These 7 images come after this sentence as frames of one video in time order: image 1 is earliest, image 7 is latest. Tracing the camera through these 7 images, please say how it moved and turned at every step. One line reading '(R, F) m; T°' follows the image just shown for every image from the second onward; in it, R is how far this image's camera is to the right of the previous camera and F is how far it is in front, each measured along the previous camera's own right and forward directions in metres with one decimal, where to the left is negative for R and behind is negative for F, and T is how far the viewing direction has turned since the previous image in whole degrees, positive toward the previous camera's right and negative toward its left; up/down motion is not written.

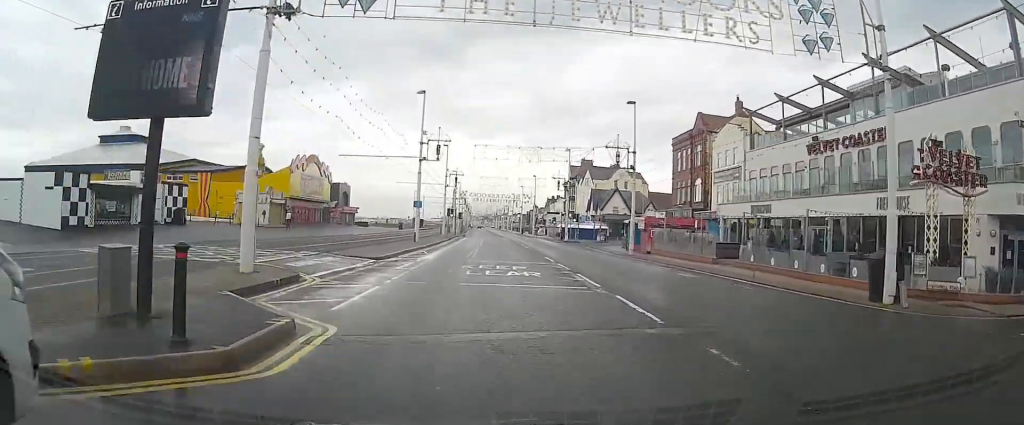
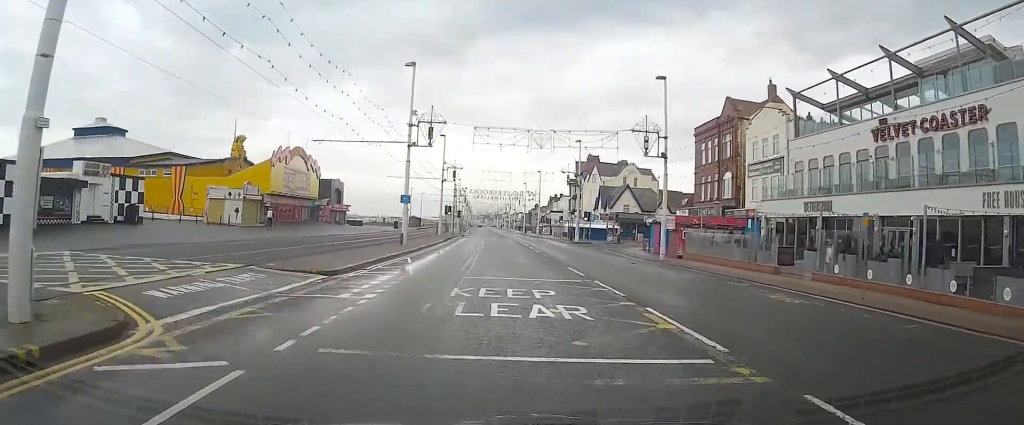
(0.0, +8.1) m; 0°
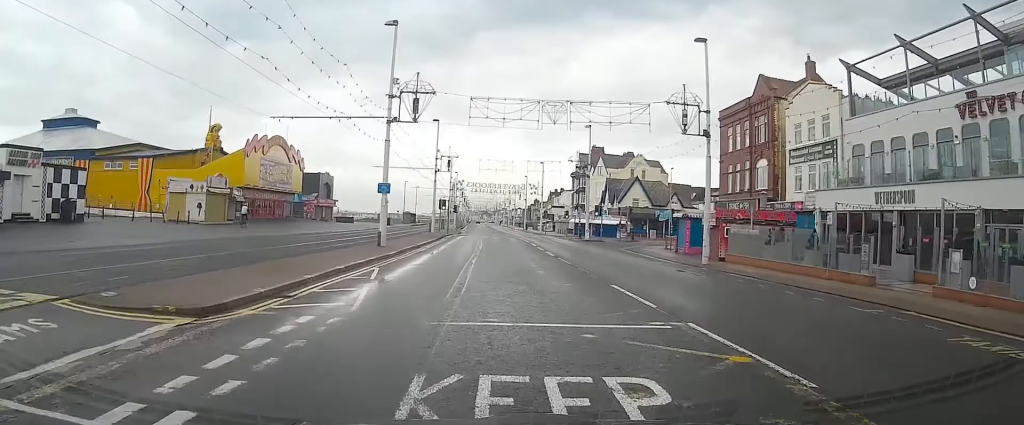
(0.0, +8.1) m; 0°
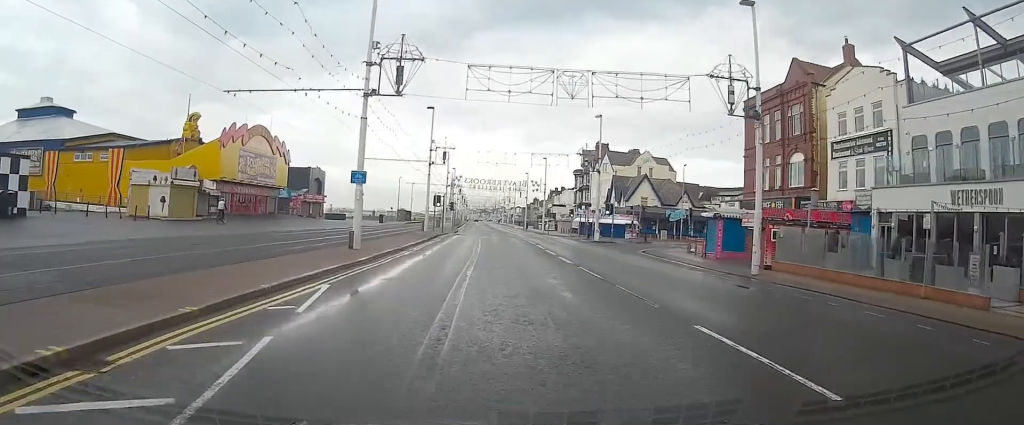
(0.0, +6.3) m; 0°
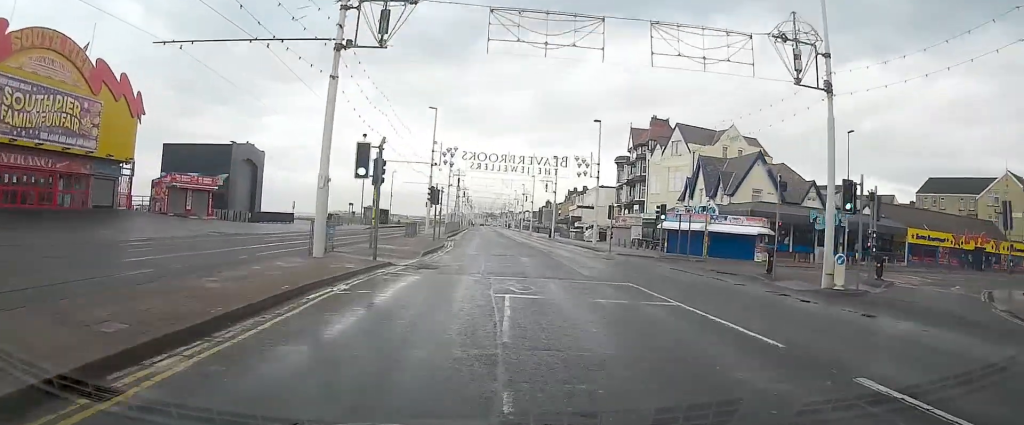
(-0.1, +39.6) m; 0°
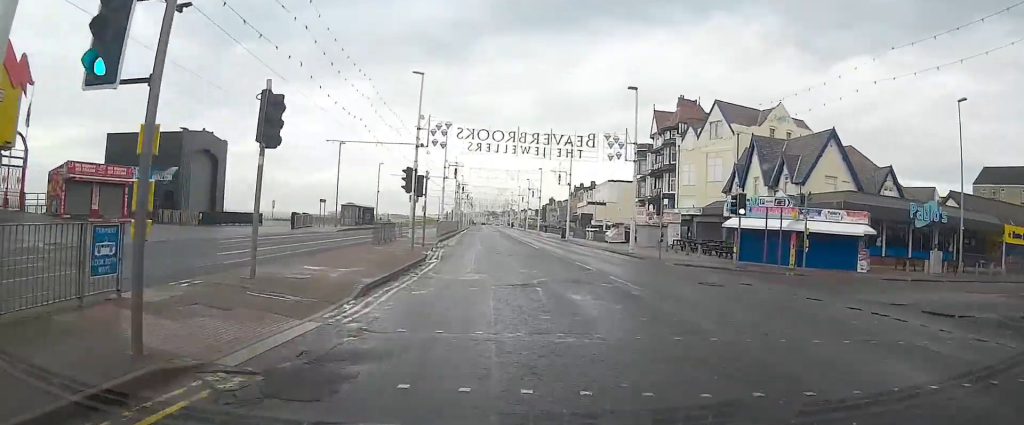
(0.0, +13.6) m; 0°
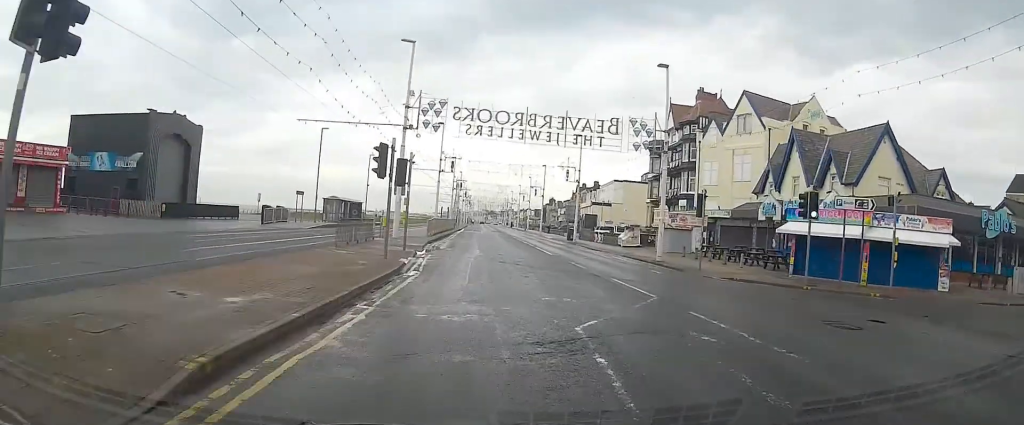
(0.0, +7.3) m; 0°
